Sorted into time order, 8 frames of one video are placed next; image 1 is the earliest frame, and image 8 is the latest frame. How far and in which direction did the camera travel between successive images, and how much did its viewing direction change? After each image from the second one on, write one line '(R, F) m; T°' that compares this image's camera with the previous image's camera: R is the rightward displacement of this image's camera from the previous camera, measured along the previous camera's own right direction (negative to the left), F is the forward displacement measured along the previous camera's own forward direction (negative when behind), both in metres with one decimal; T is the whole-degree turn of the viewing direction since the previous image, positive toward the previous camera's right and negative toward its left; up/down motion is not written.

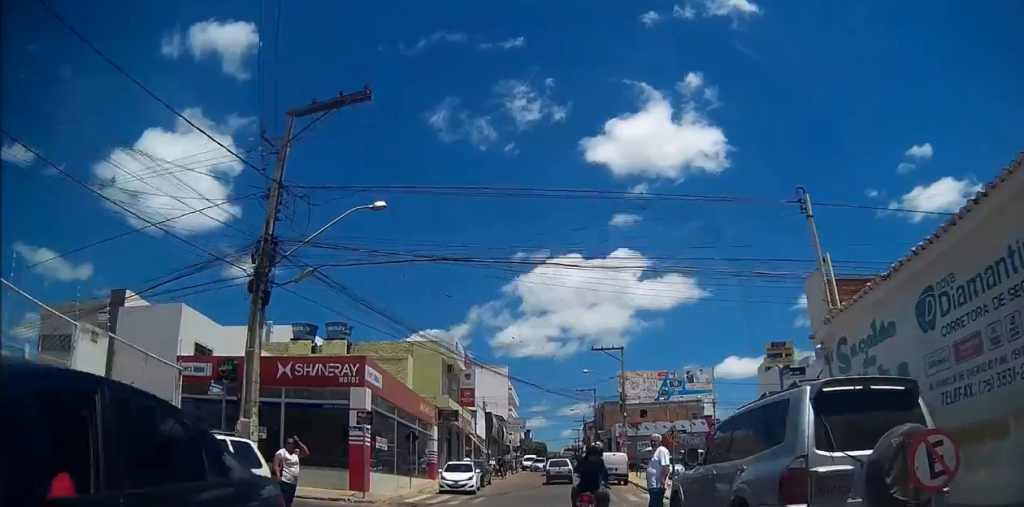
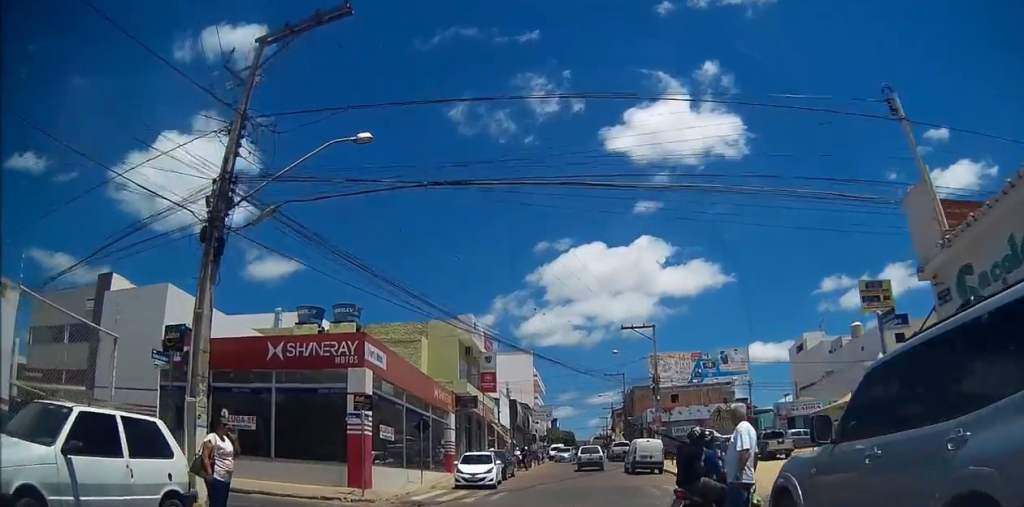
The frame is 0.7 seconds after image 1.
(-0.2, +3.6) m; -2°
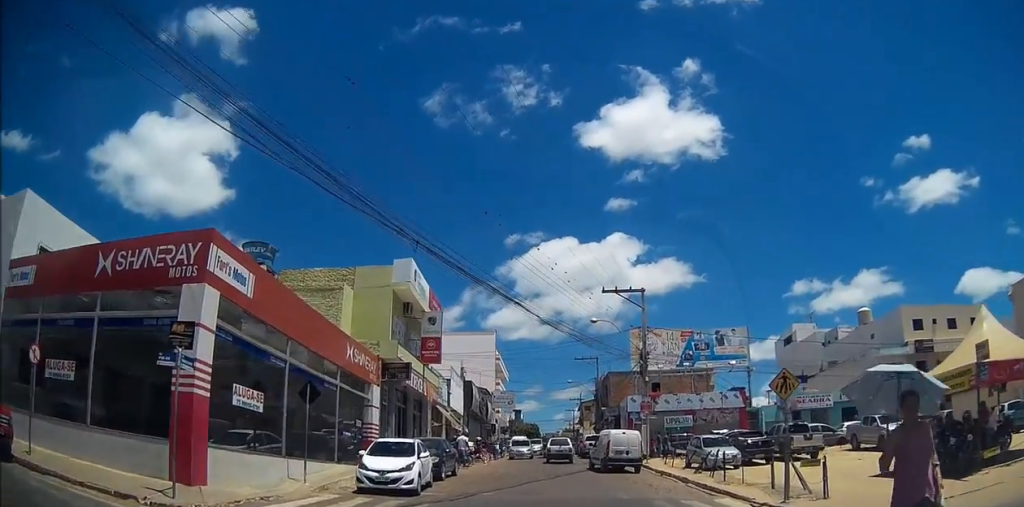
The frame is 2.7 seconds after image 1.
(+0.4, +9.1) m; +4°
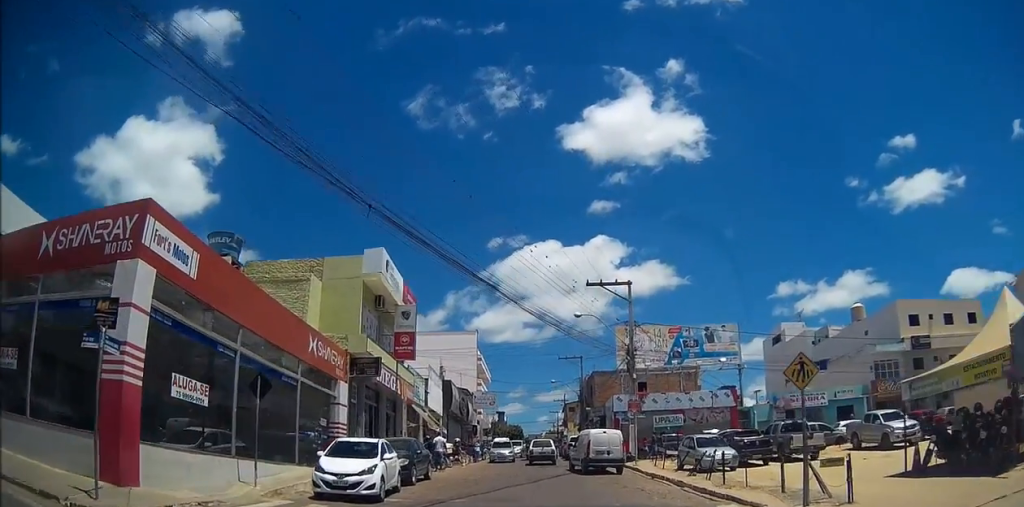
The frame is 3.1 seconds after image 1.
(0.0, +2.0) m; 0°
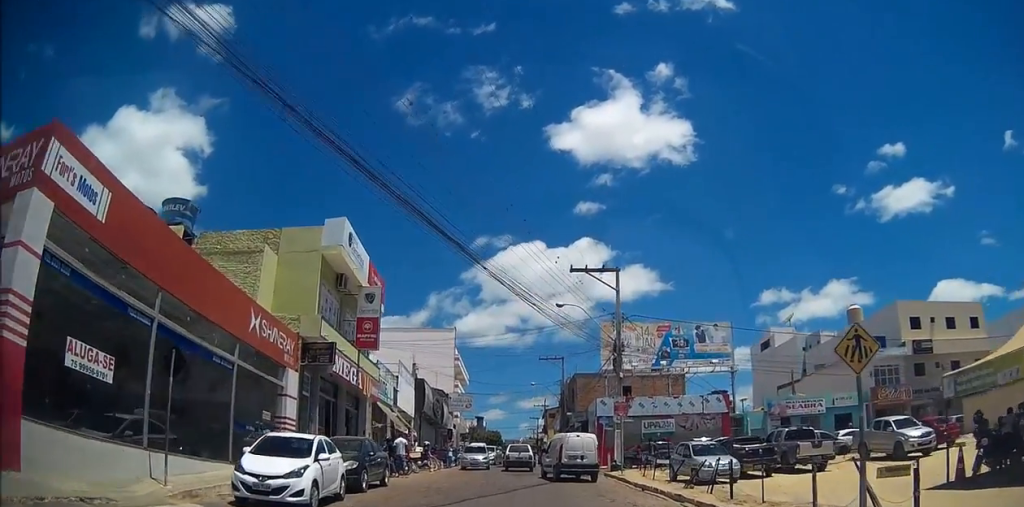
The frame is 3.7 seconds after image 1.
(0.0, +3.0) m; 0°
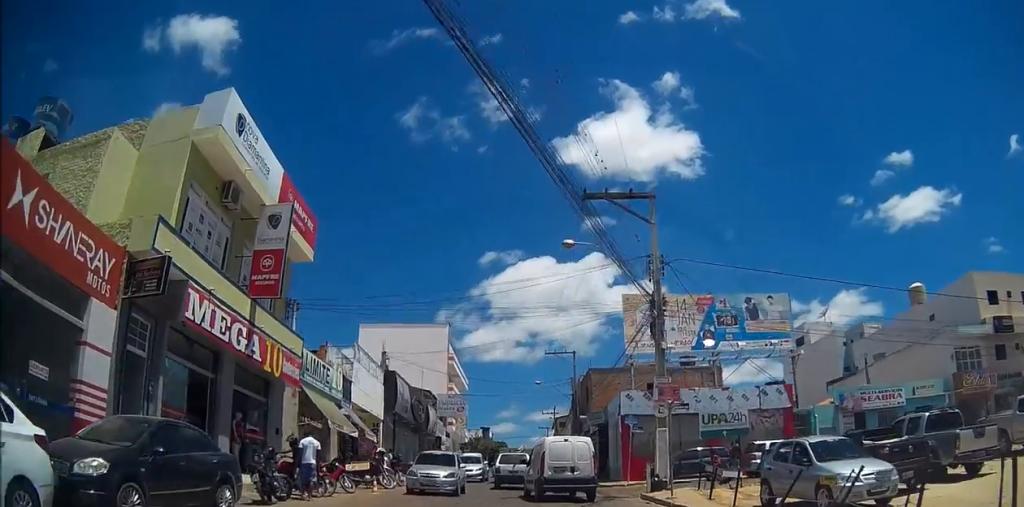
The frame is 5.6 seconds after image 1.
(0.0, +10.3) m; +1°
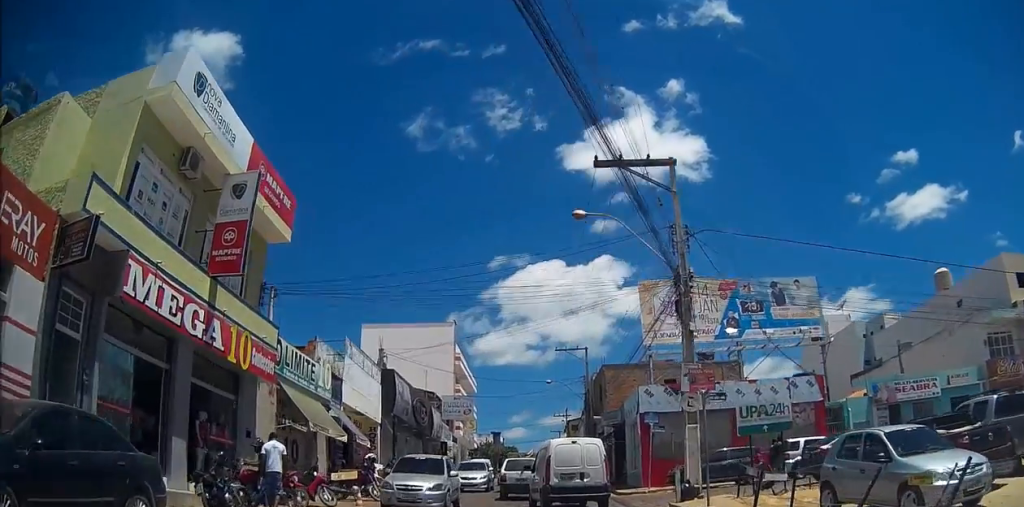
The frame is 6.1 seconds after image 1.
(+0.1, +3.0) m; -1°
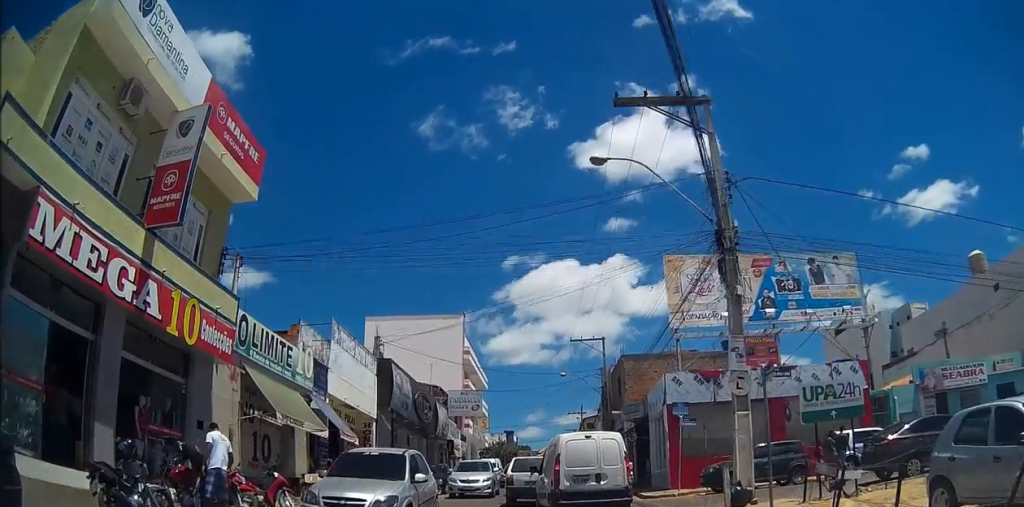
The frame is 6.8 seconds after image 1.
(0.0, +4.0) m; -2°
